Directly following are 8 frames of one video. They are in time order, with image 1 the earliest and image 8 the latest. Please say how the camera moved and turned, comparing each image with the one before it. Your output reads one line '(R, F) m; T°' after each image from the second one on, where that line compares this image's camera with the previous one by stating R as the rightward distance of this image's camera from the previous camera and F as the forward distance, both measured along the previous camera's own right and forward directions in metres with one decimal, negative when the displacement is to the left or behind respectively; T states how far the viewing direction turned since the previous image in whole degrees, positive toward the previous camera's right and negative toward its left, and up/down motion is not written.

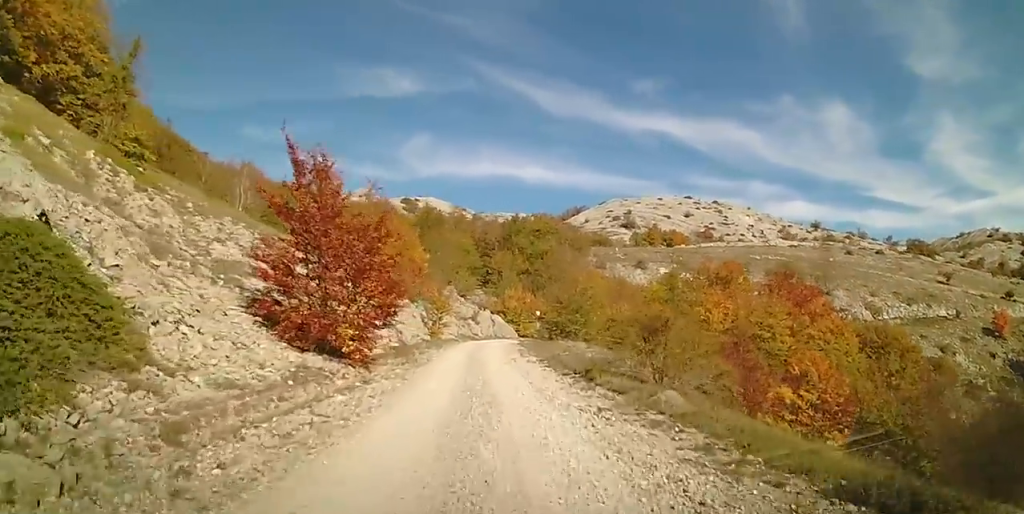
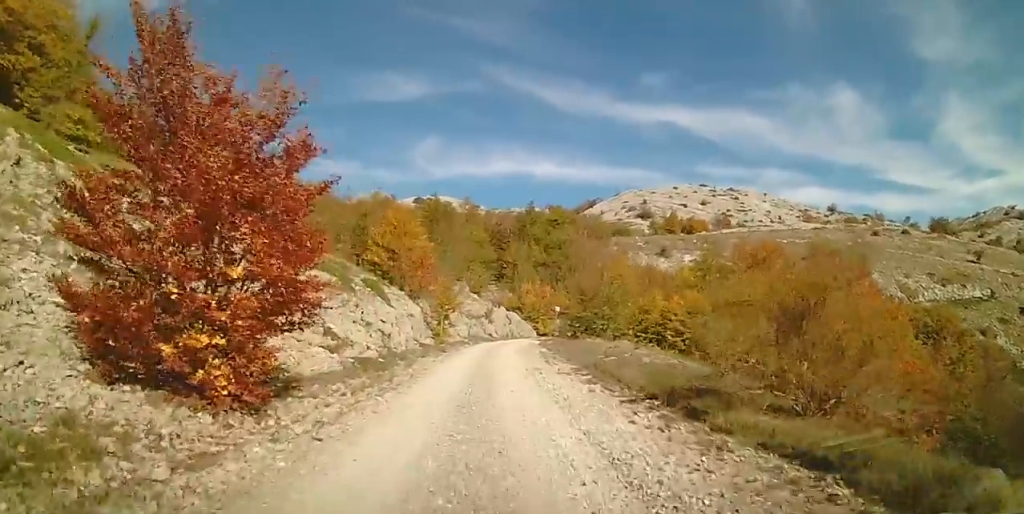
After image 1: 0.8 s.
(-0.3, +6.8) m; -3°
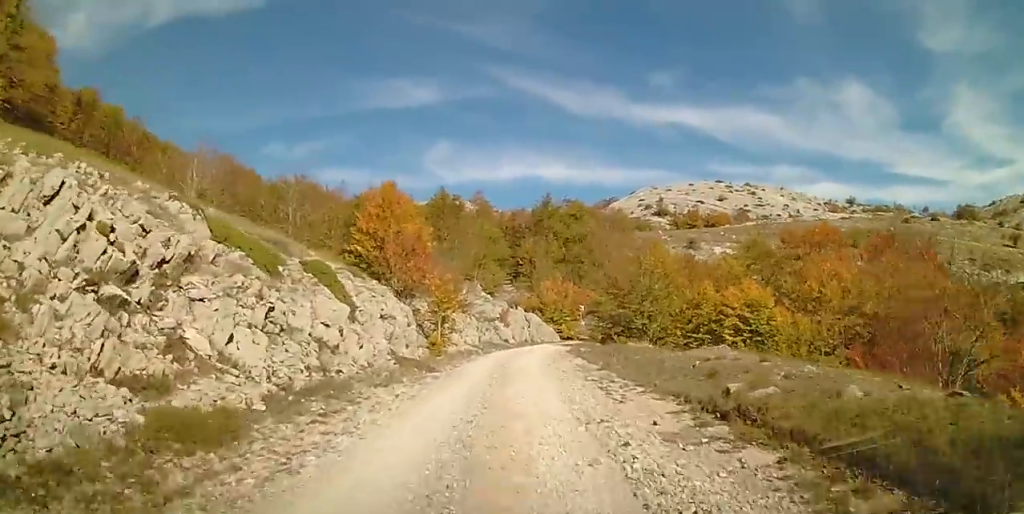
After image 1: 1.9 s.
(-0.1, +9.2) m; +2°
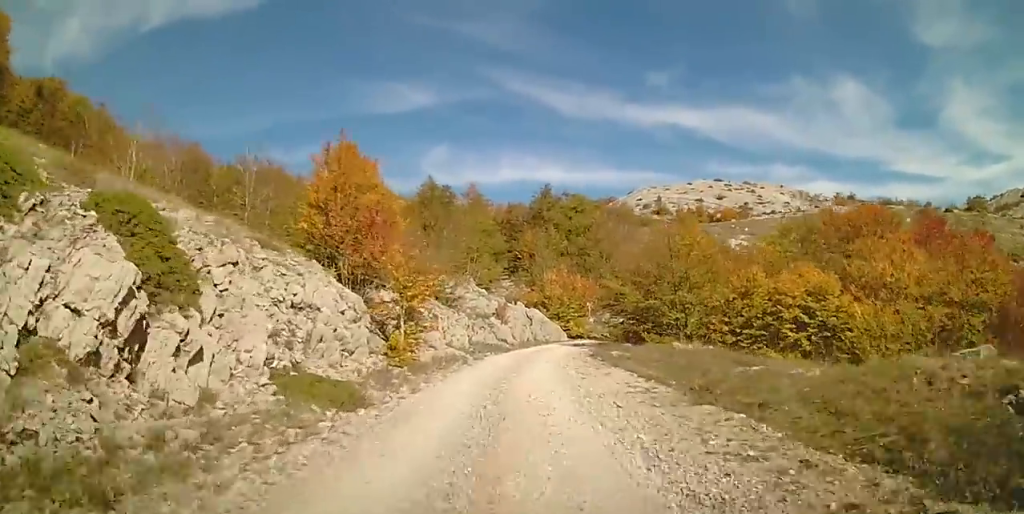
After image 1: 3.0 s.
(+0.4, +8.7) m; +1°
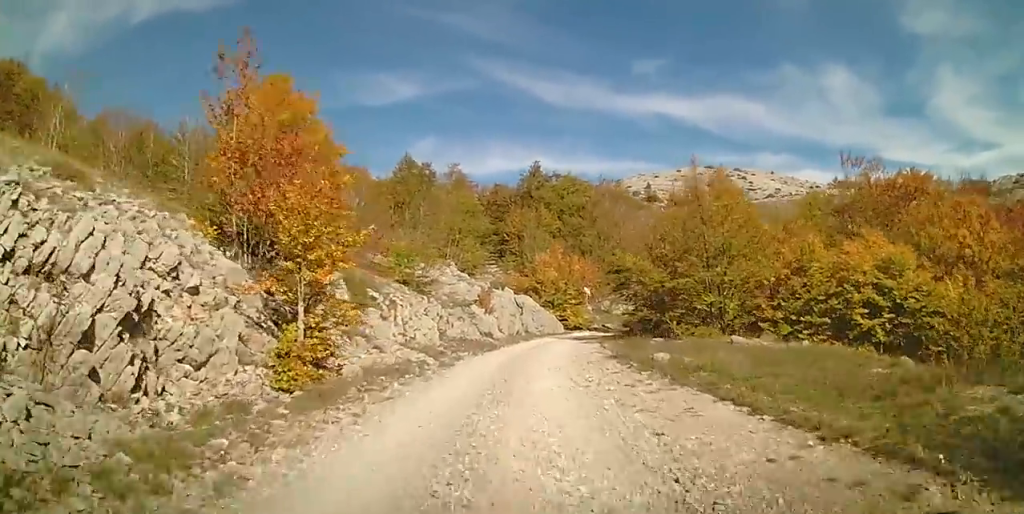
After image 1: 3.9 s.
(-0.3, +7.3) m; 0°
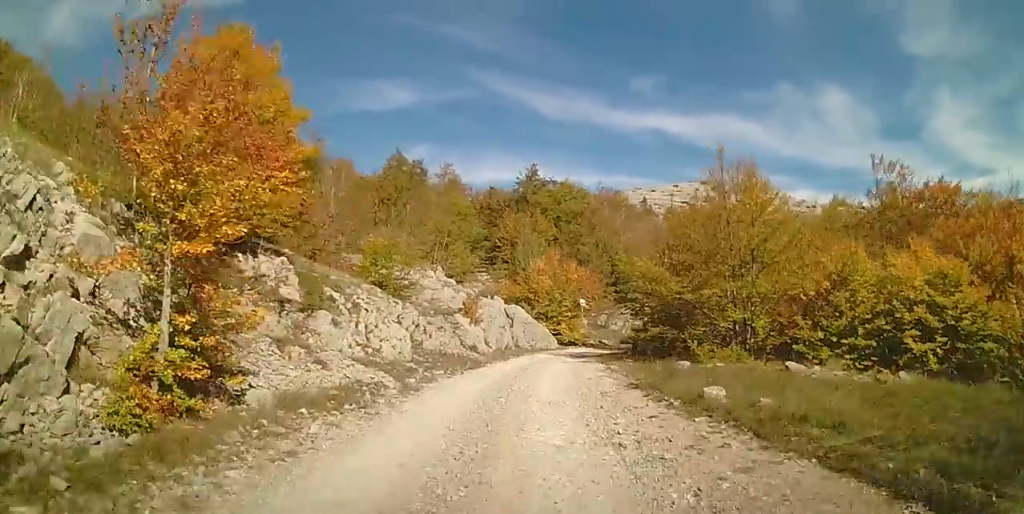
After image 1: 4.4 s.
(+0.1, +3.8) m; +1°
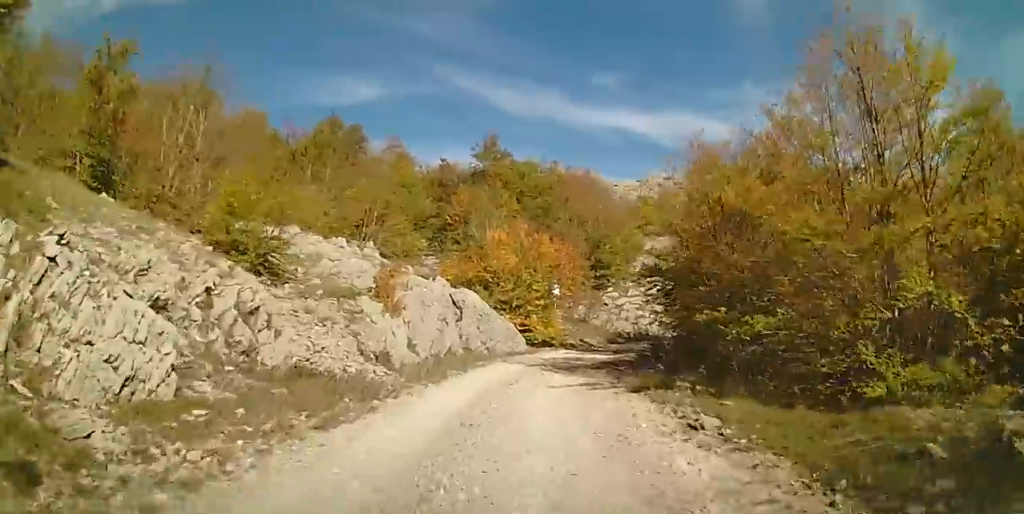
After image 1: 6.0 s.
(+0.4, +11.5) m; +5°
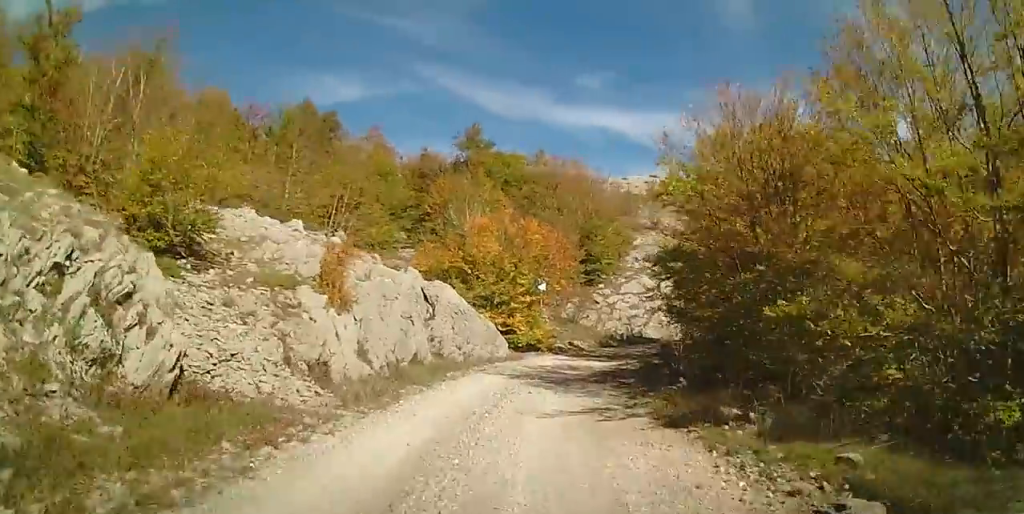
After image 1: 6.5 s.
(+0.2, +3.4) m; +3°
